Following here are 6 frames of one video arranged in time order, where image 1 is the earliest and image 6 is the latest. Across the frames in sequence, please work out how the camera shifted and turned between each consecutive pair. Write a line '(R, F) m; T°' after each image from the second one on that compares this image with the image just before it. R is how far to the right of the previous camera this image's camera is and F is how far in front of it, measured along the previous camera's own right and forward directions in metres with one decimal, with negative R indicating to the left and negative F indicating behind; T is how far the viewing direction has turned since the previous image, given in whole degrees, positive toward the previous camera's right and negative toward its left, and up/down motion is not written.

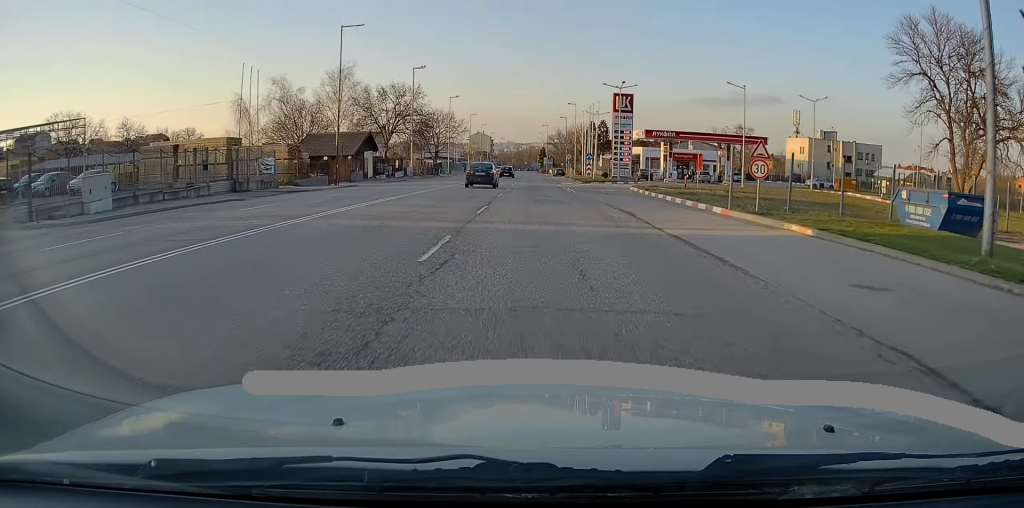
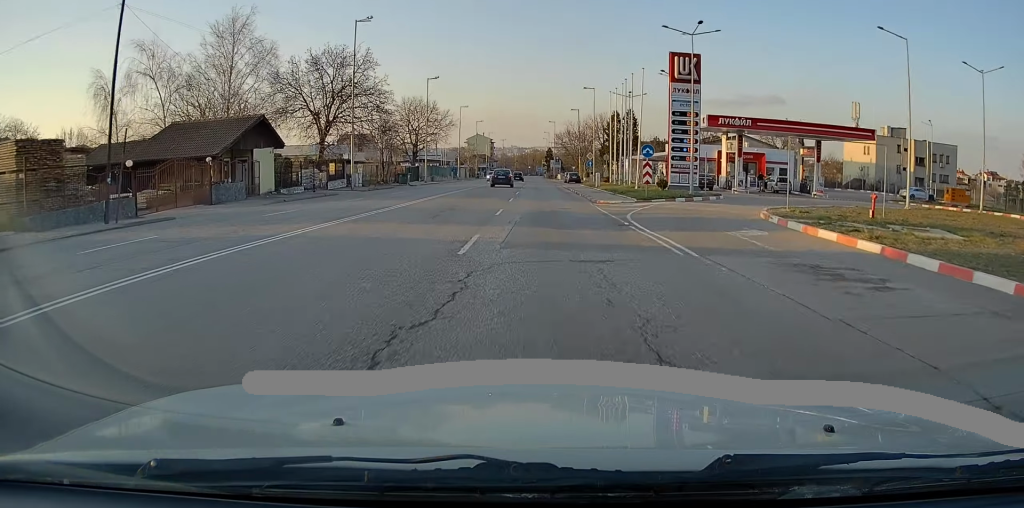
(-0.2, +25.1) m; -1°
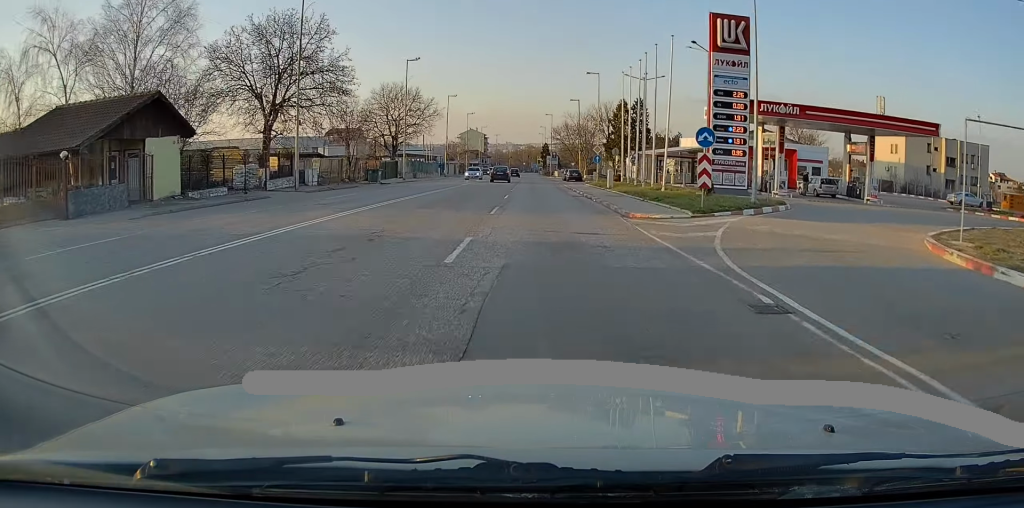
(+0.1, +10.1) m; +1°
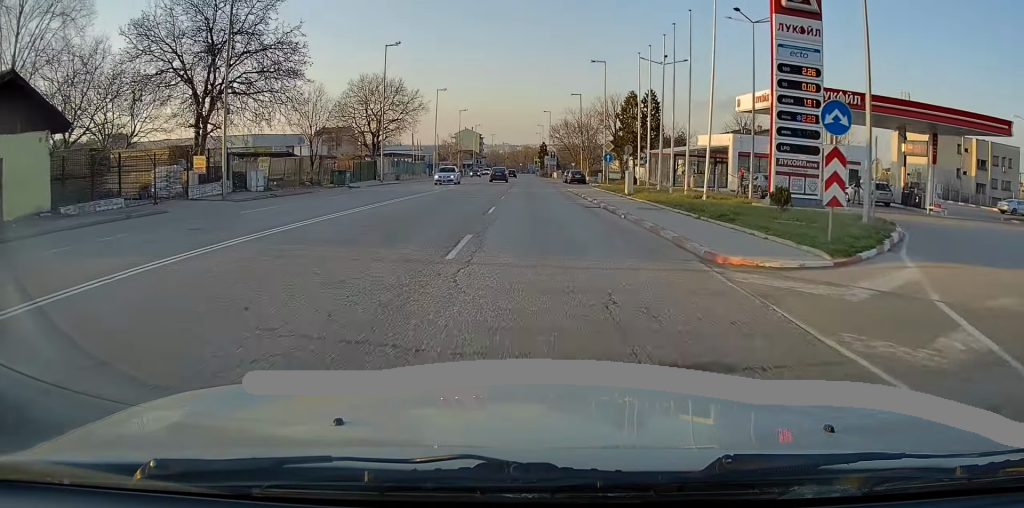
(+0.1, +8.4) m; 0°
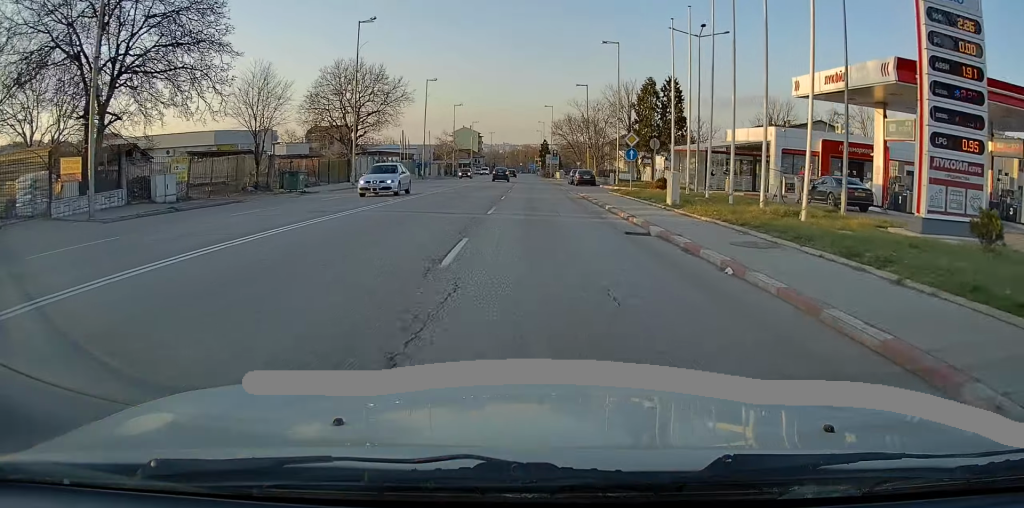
(0.0, +9.3) m; 0°
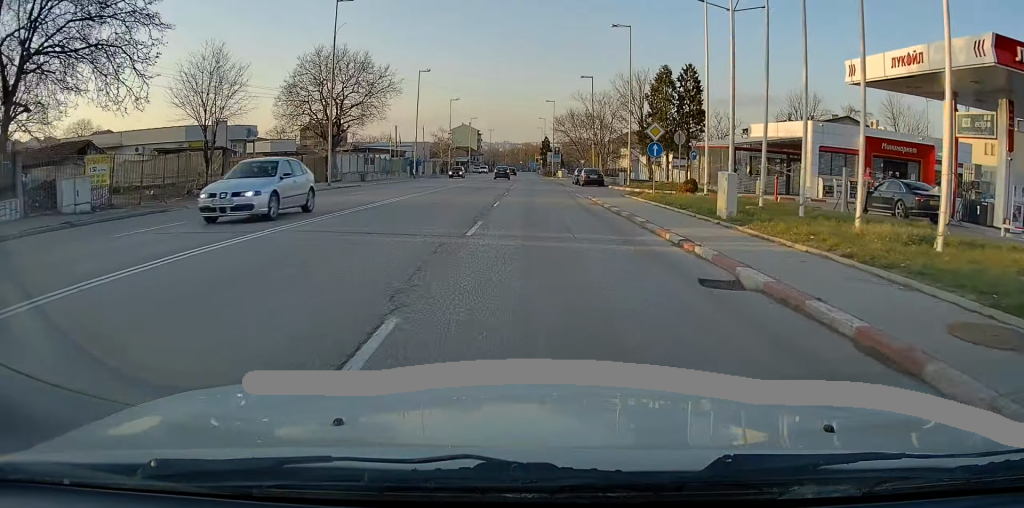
(0.0, +5.8) m; 0°
